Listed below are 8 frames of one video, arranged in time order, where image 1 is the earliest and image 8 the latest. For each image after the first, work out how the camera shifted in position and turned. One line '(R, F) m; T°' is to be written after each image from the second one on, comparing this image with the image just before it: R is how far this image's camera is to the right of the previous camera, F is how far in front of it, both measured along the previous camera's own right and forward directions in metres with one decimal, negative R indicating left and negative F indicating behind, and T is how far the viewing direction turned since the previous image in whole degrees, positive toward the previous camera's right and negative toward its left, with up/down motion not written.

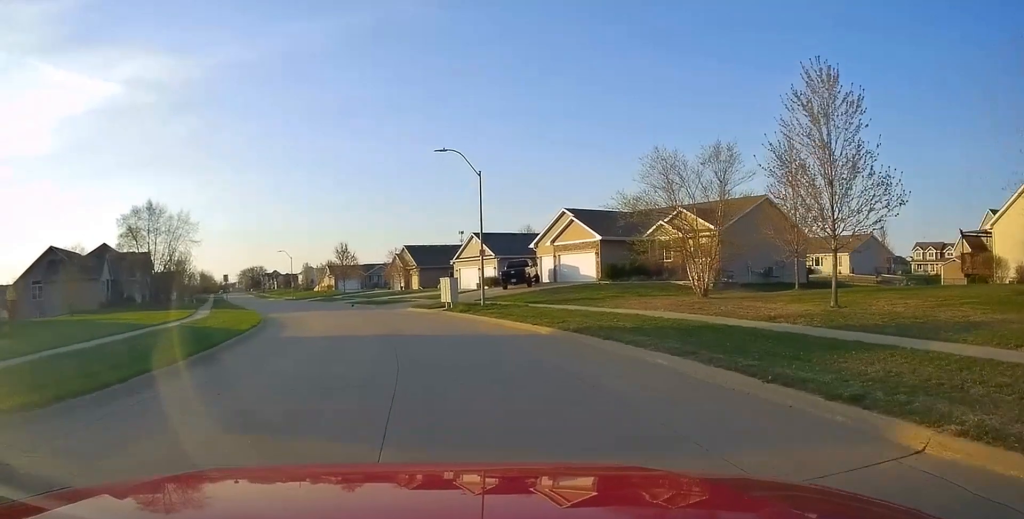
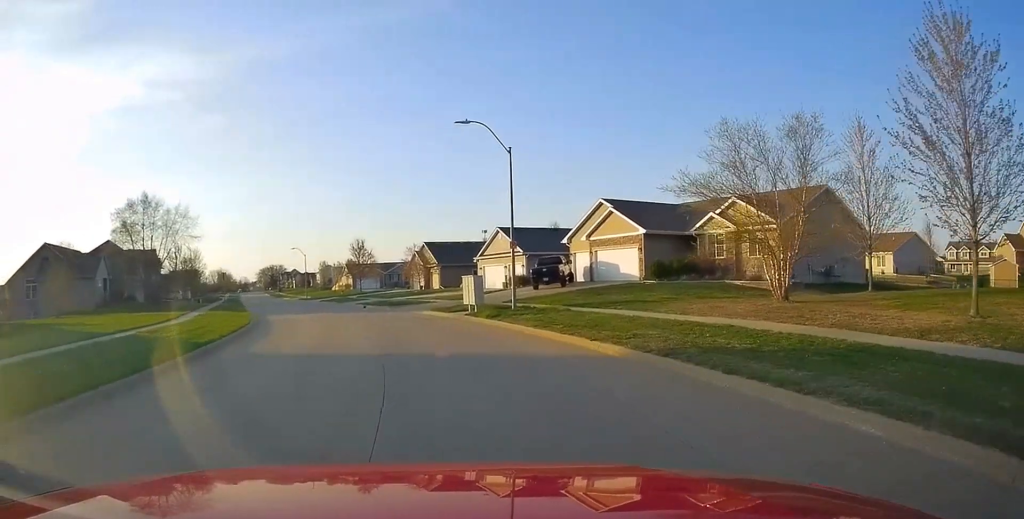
(-0.1, +4.9) m; -2°
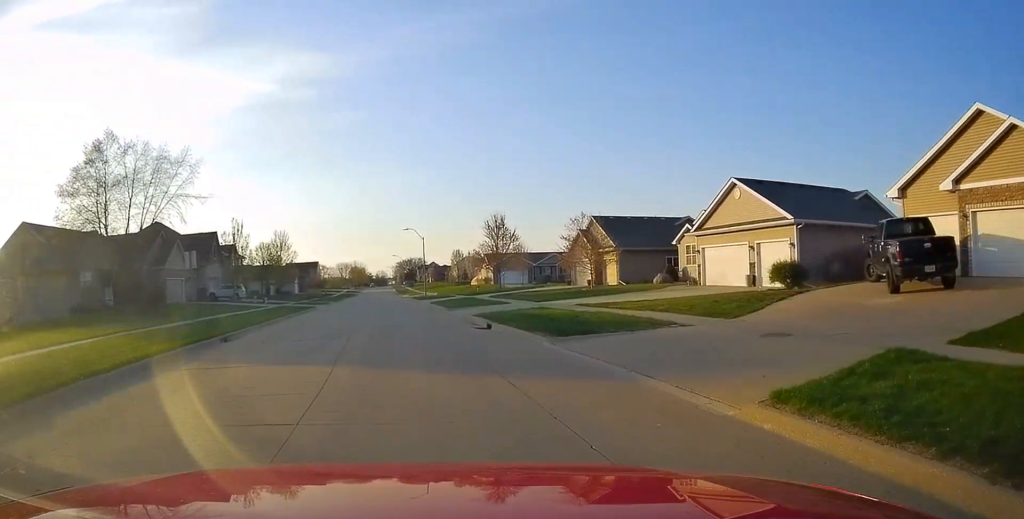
(-3.8, +24.5) m; -15°
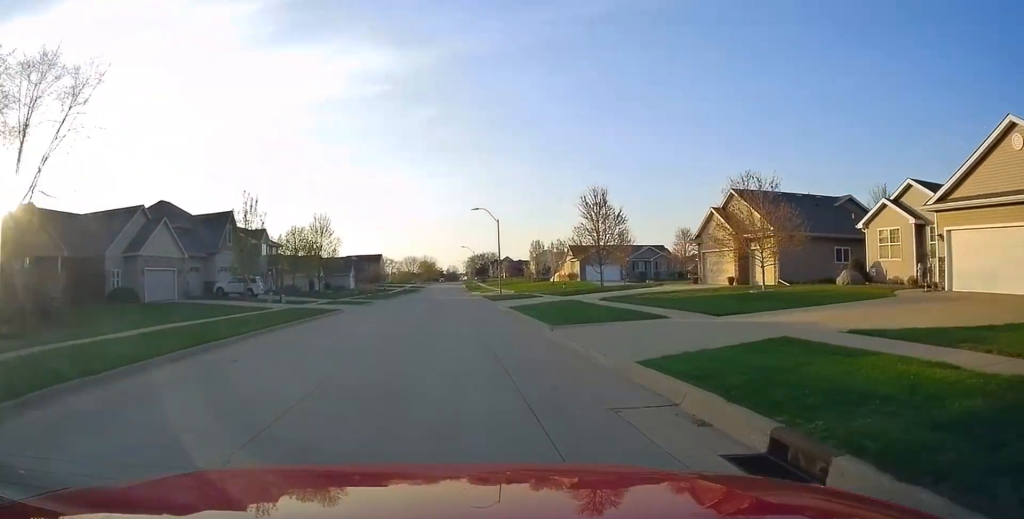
(0.0, +15.3) m; -2°
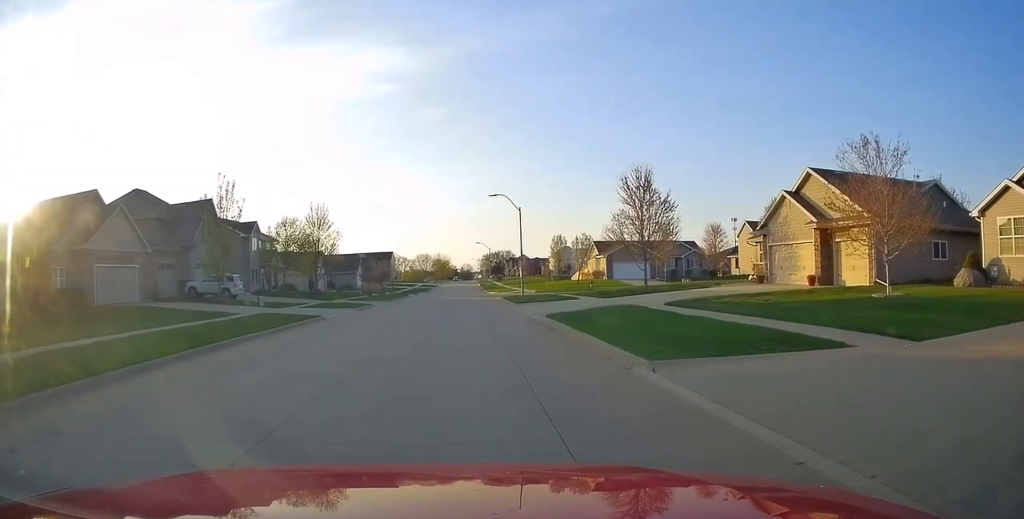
(-0.1, +8.0) m; -1°
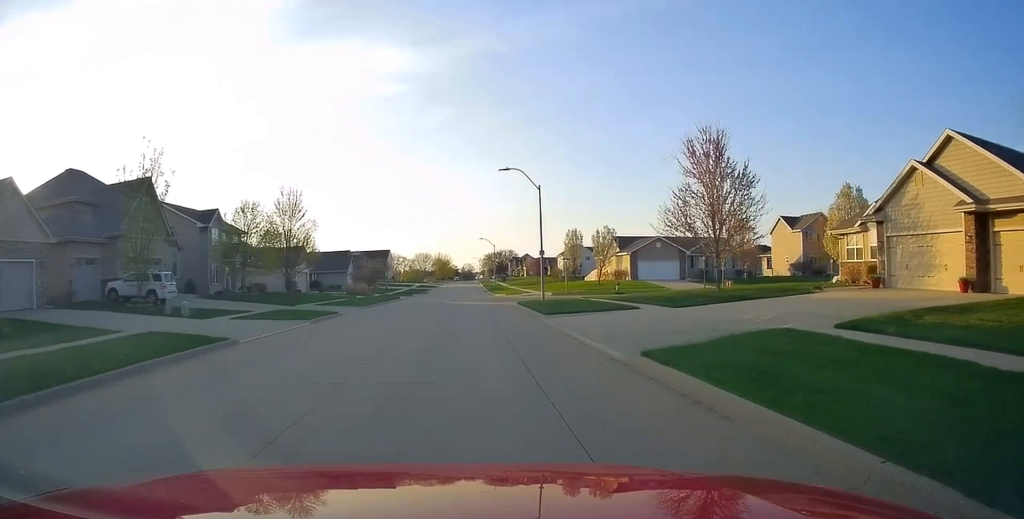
(-0.3, +10.9) m; +1°
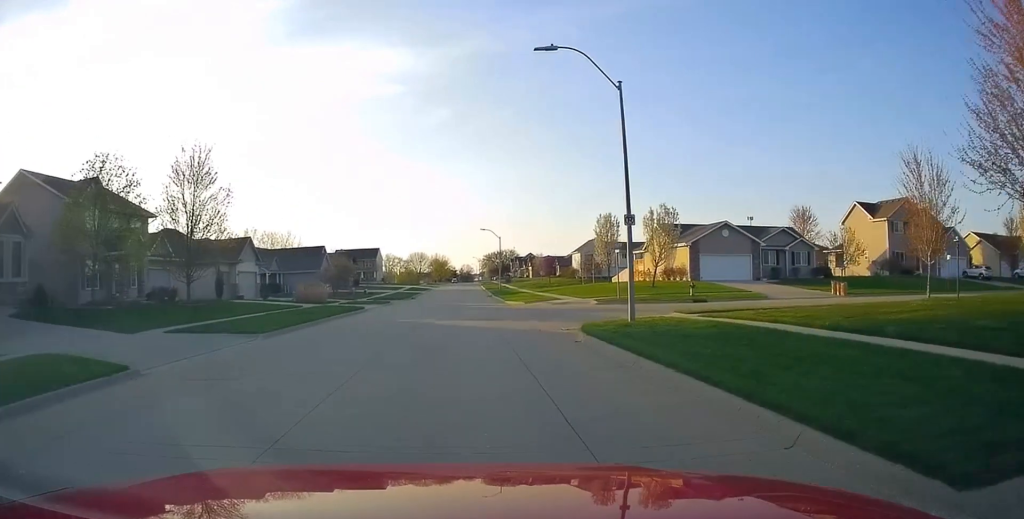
(-0.1, +19.0) m; -1°
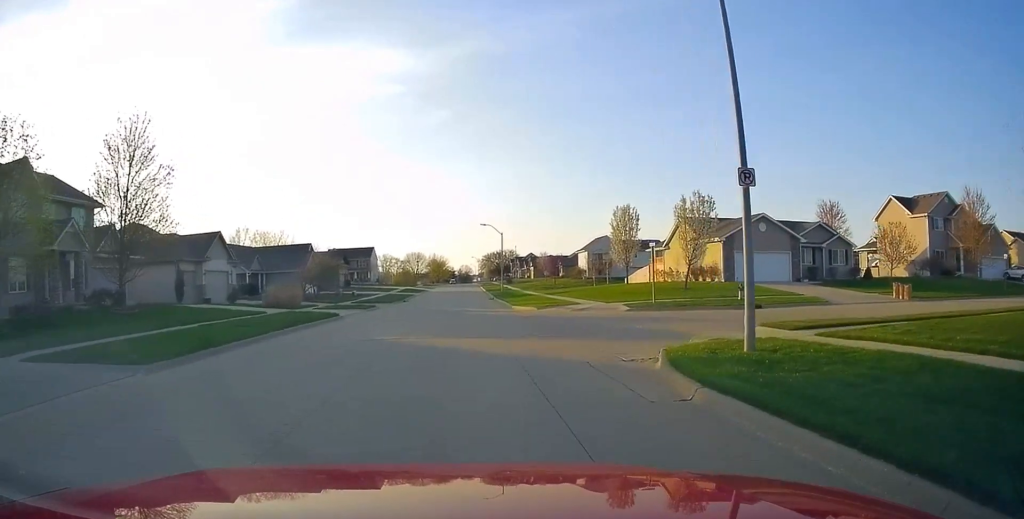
(-0.2, +6.9) m; 0°
